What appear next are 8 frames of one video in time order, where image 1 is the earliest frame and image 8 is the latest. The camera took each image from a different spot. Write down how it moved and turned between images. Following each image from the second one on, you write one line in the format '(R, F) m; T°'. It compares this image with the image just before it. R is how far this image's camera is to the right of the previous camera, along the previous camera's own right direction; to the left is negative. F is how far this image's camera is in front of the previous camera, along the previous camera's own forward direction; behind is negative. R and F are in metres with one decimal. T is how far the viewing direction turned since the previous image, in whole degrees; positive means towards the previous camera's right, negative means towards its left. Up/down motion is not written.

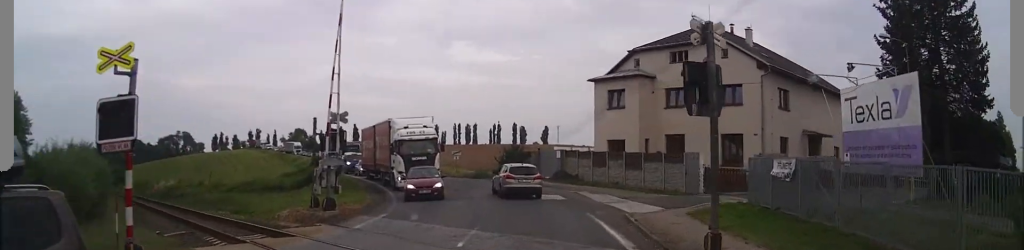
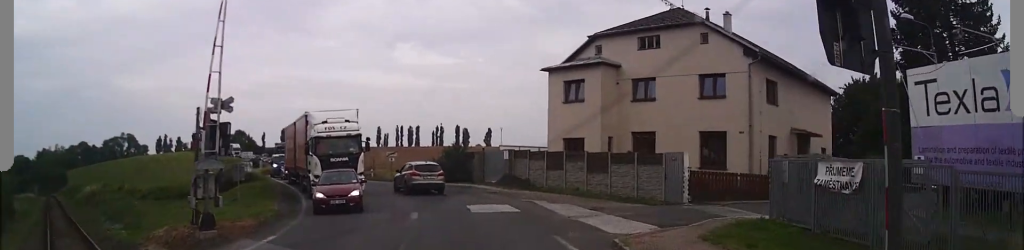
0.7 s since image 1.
(+0.2, +6.1) m; +4°
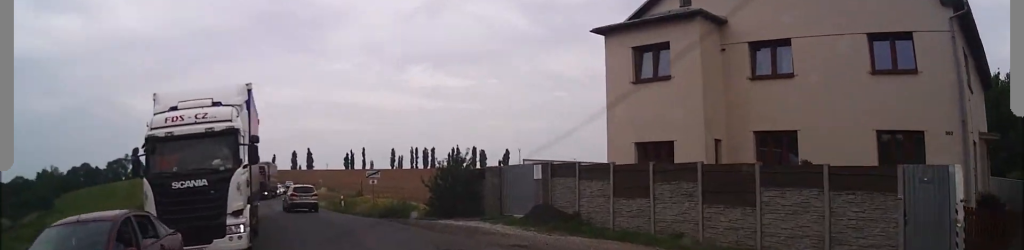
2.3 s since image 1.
(+0.1, +15.5) m; -4°
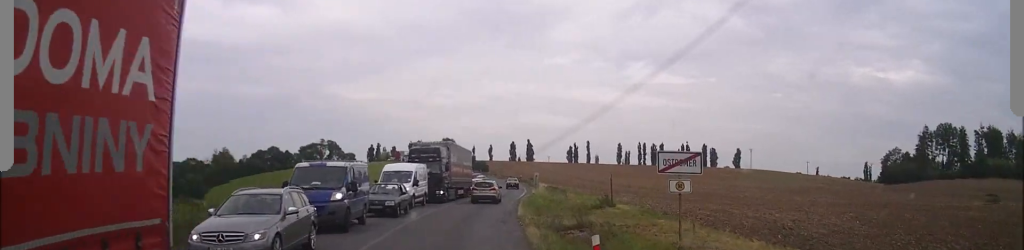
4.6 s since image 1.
(-3.8, +25.3) m; -16°
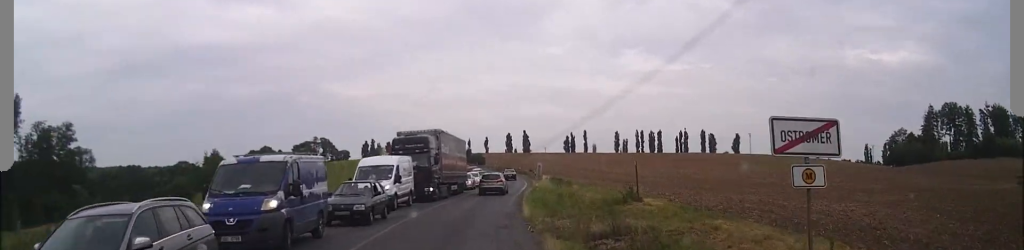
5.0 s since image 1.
(-0.2, +5.7) m; 0°
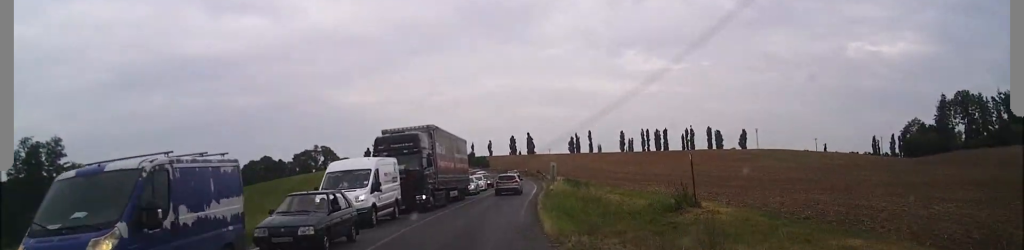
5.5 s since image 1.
(-0.2, +6.2) m; 0°
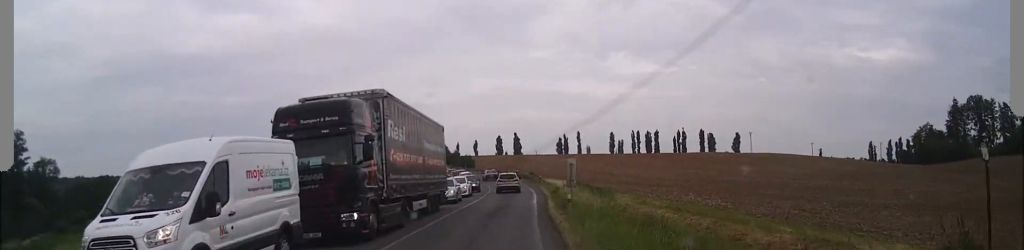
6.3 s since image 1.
(+0.4, +12.6) m; +3°
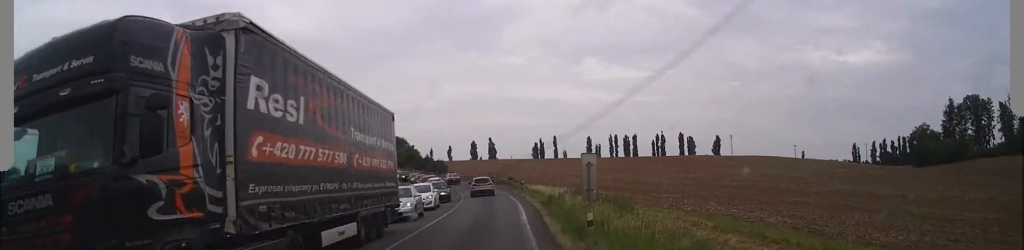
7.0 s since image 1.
(+0.3, +10.0) m; +1°
